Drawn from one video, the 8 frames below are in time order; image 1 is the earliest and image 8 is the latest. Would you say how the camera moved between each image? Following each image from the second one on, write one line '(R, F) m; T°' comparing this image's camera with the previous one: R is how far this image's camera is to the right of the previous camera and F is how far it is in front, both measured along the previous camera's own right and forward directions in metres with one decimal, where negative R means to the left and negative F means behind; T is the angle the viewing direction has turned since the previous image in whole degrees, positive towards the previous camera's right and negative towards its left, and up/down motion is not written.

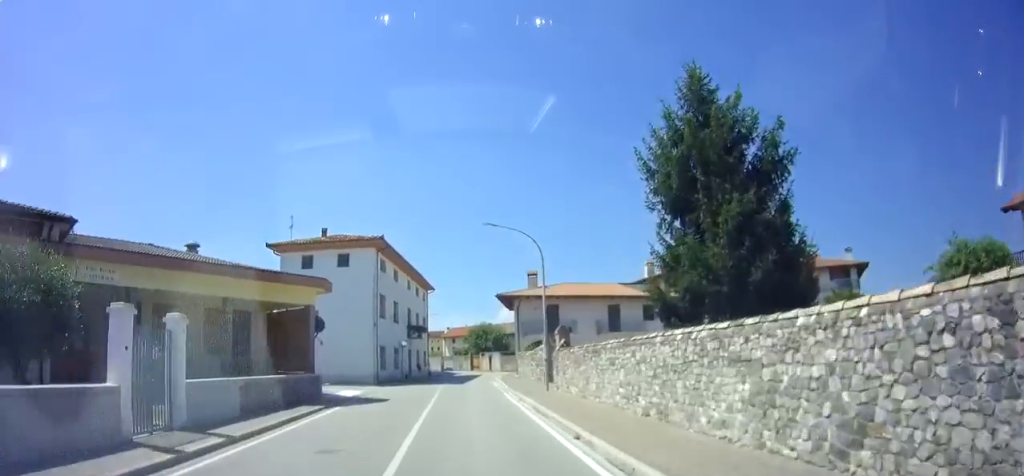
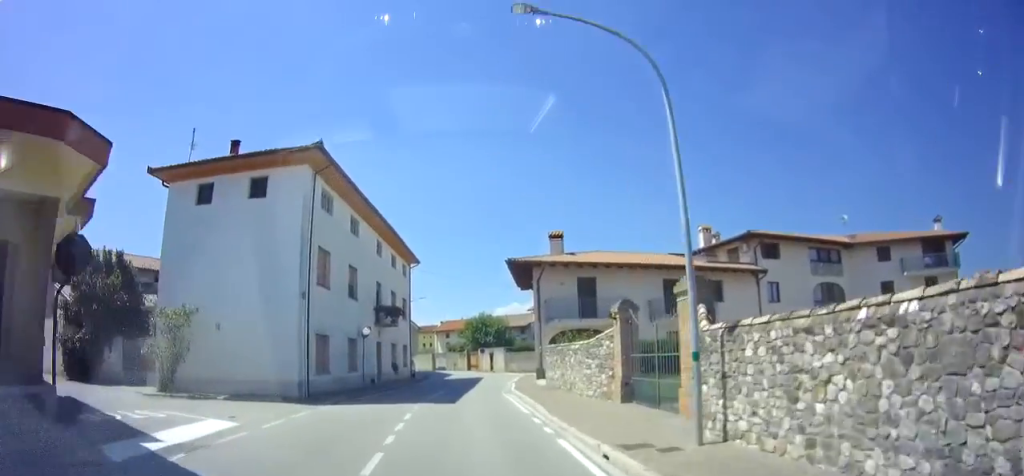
(0.0, +13.9) m; +2°
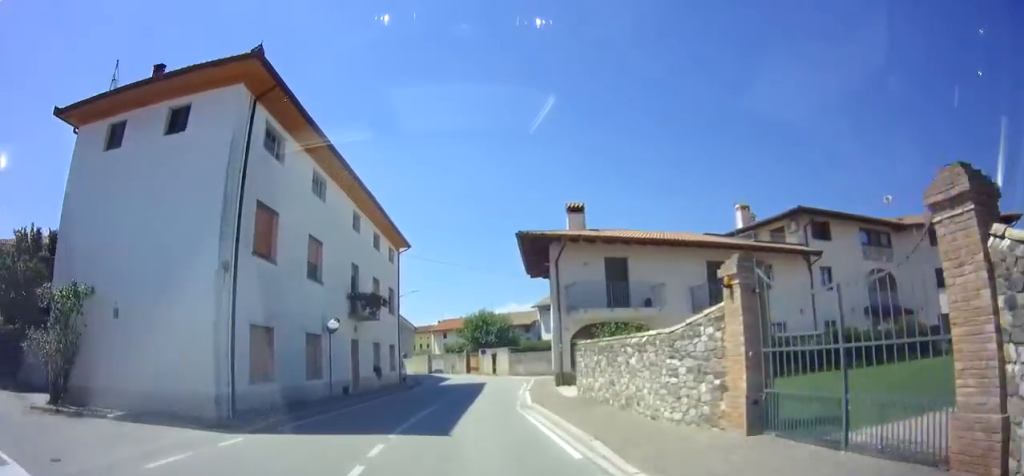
(+0.2, +6.1) m; +1°
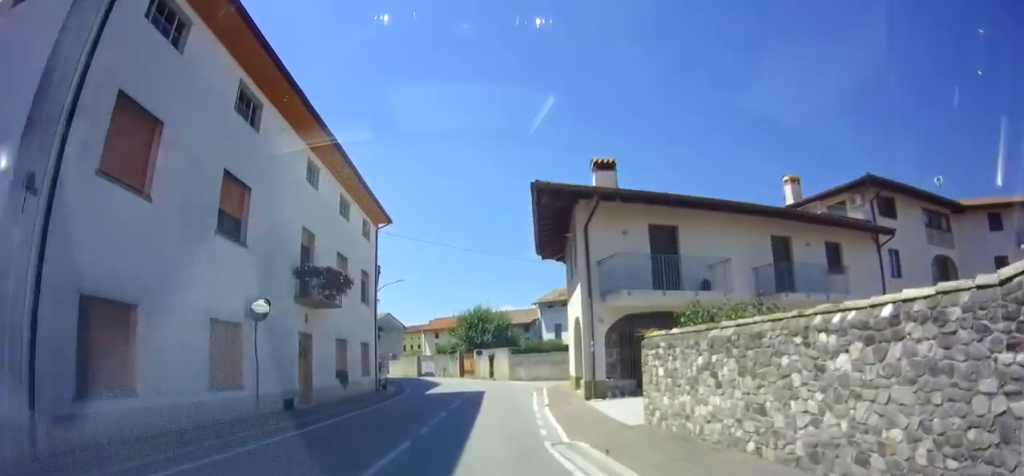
(+0.3, +6.4) m; 0°
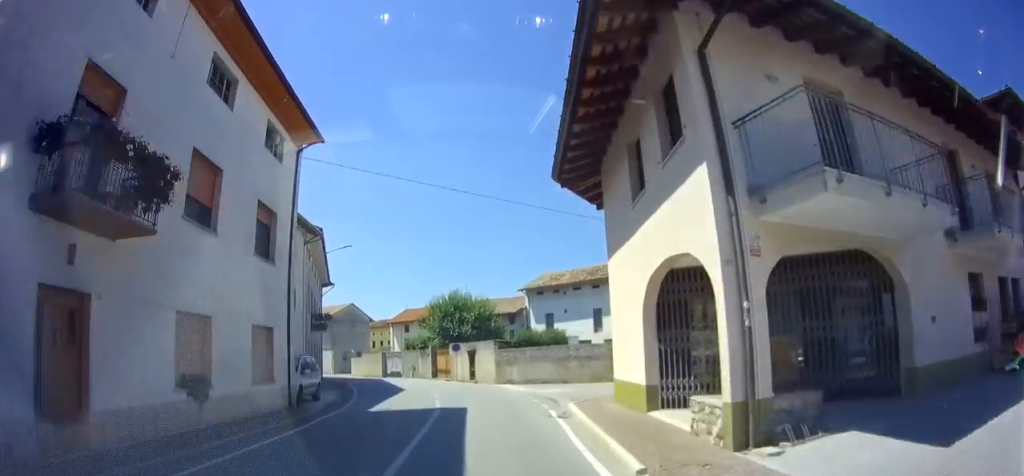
(-0.4, +9.9) m; +1°
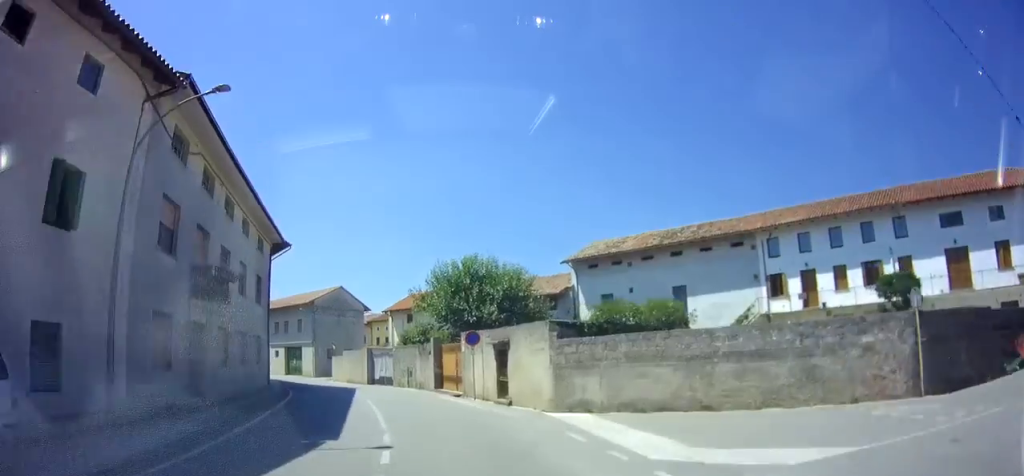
(-0.5, +15.3) m; -10°
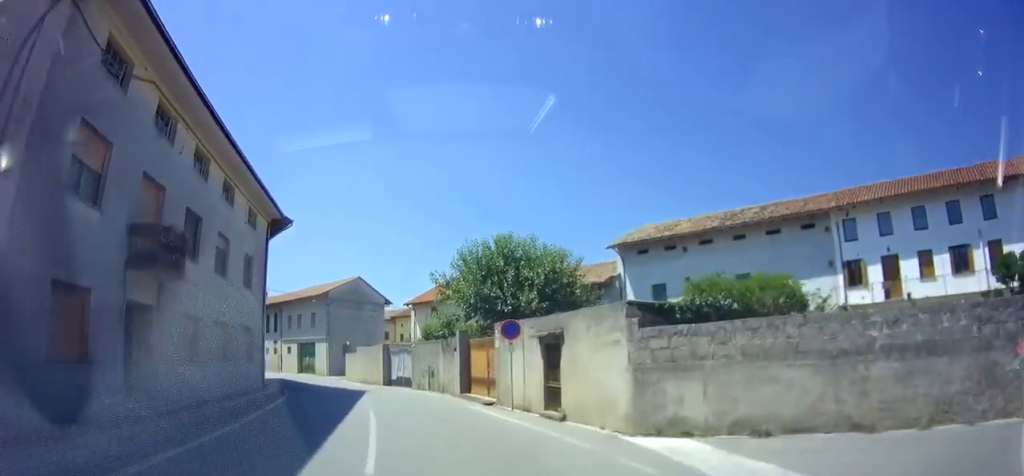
(-0.2, +4.6) m; -5°
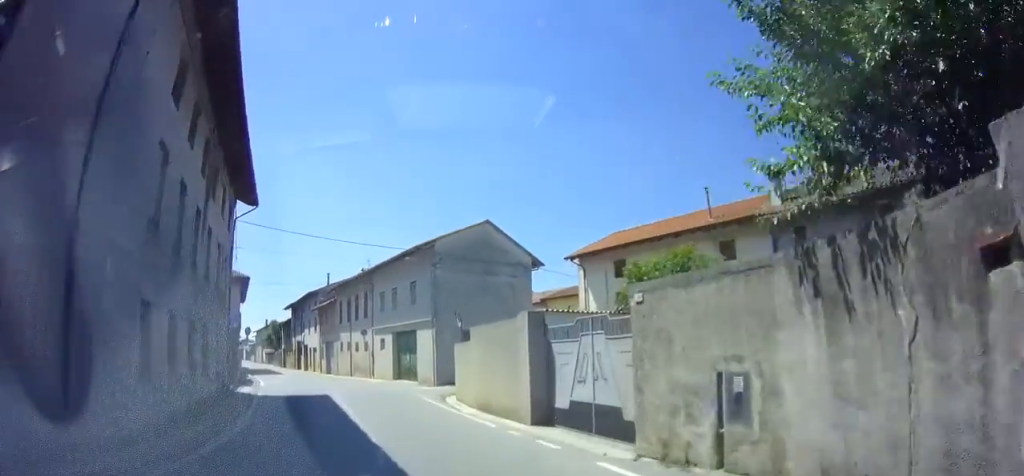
(-2.6, +18.4) m; -19°
